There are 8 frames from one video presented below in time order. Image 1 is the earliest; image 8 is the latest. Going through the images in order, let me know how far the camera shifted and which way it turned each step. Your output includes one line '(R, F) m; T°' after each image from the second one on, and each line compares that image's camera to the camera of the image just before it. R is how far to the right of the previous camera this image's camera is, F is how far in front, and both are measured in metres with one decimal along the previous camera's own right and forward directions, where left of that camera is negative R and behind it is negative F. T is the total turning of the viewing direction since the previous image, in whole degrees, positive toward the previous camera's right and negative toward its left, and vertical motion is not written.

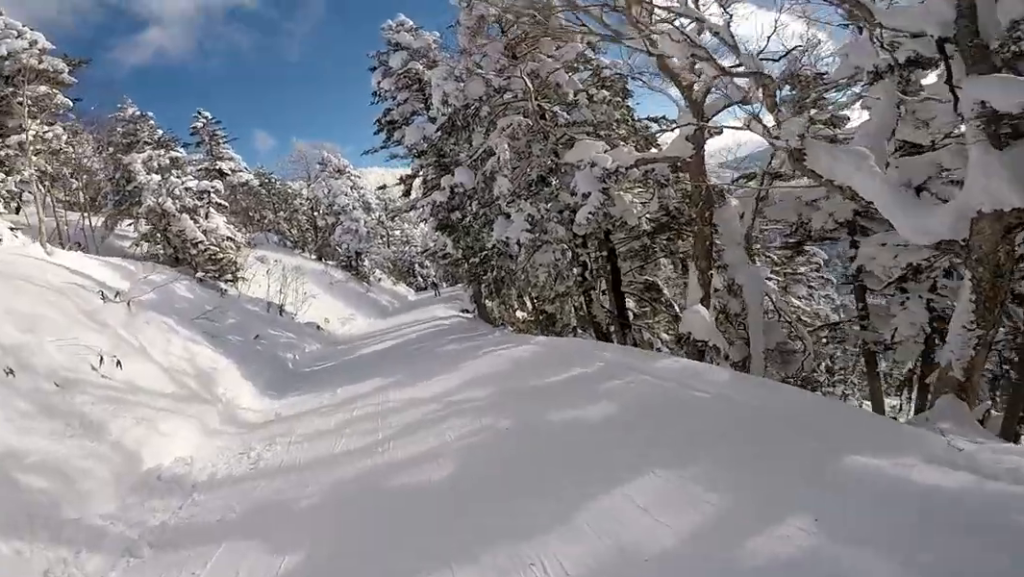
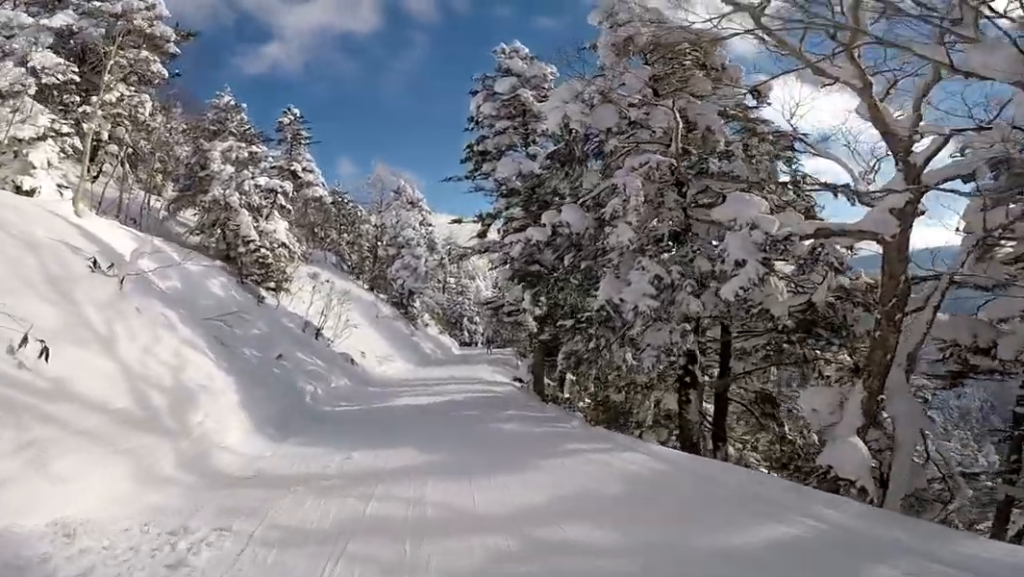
(-0.5, +3.3) m; -13°
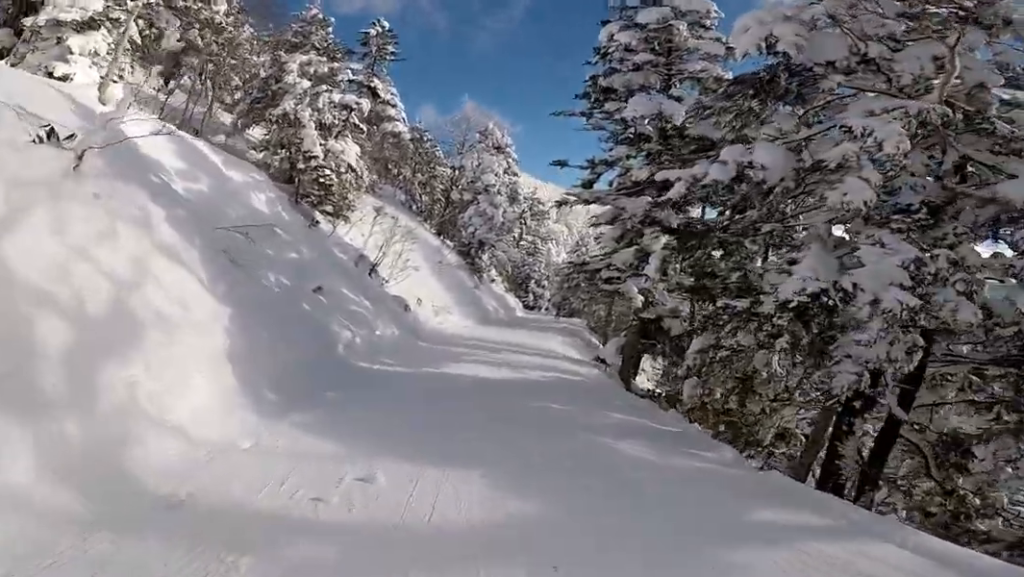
(-0.4, +3.3) m; -4°
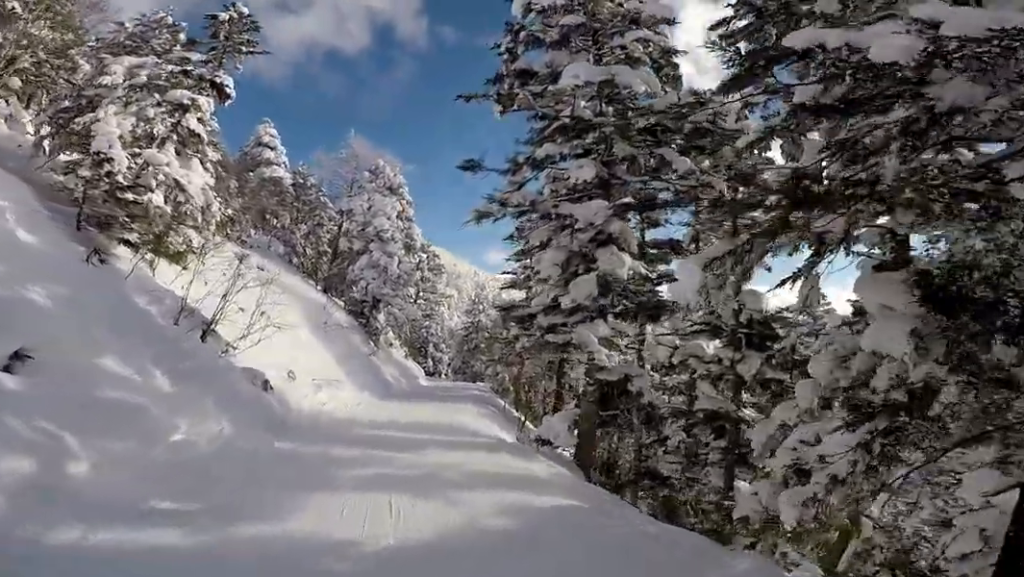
(+0.3, +6.1) m; +16°
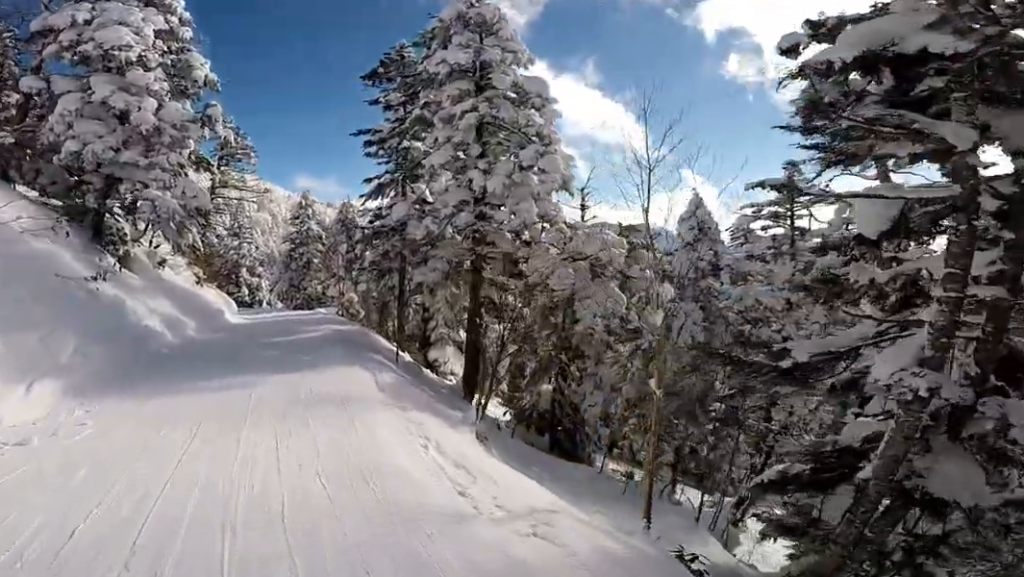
(+2.7, +14.1) m; +7°
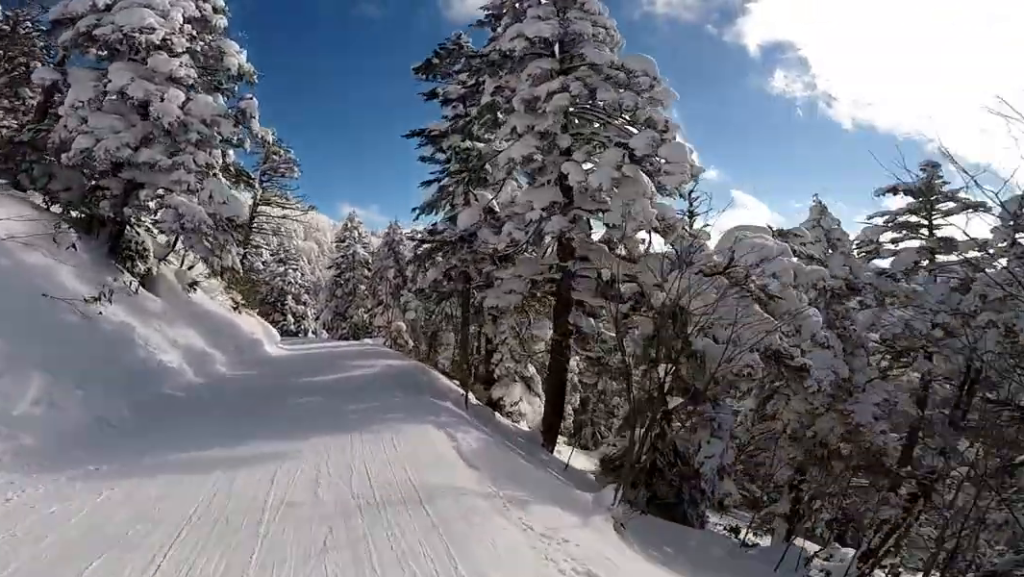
(+0.1, +2.9) m; -4°
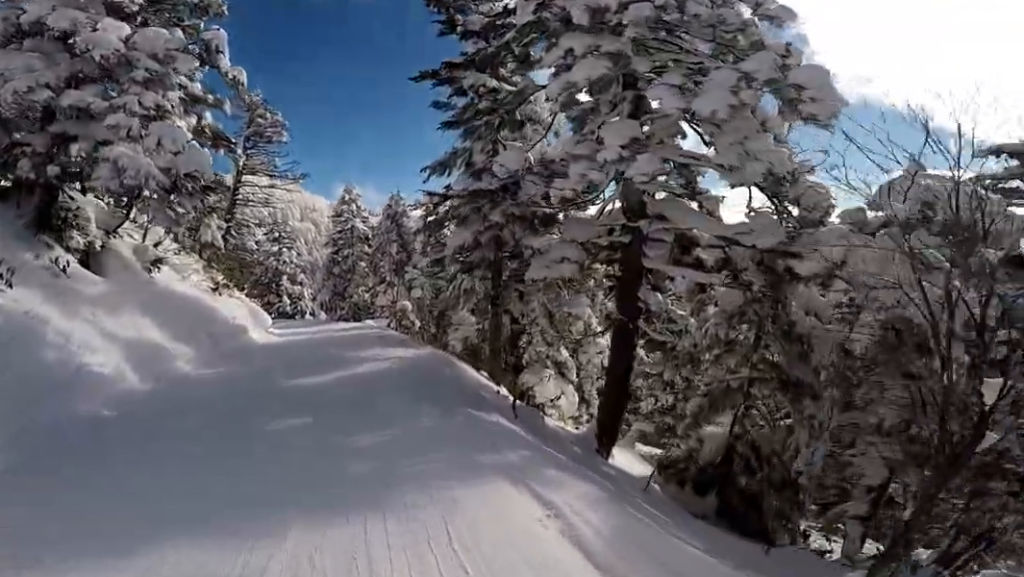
(-0.4, +3.1) m; +5°
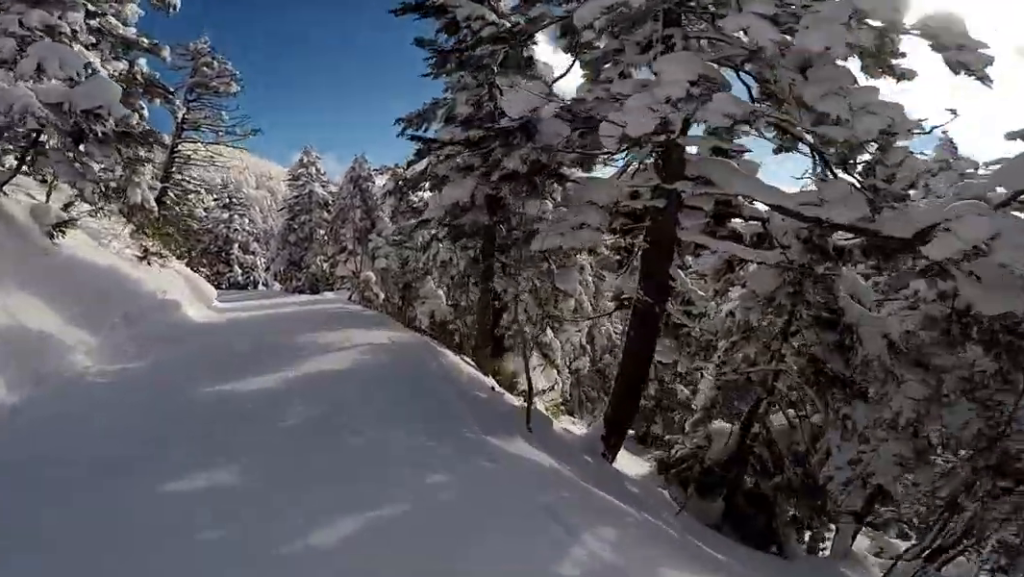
(-0.5, +2.3) m; +4°
